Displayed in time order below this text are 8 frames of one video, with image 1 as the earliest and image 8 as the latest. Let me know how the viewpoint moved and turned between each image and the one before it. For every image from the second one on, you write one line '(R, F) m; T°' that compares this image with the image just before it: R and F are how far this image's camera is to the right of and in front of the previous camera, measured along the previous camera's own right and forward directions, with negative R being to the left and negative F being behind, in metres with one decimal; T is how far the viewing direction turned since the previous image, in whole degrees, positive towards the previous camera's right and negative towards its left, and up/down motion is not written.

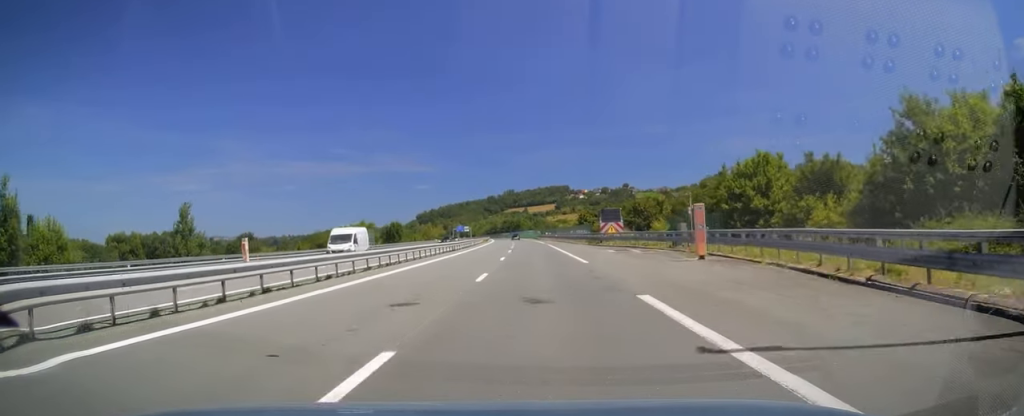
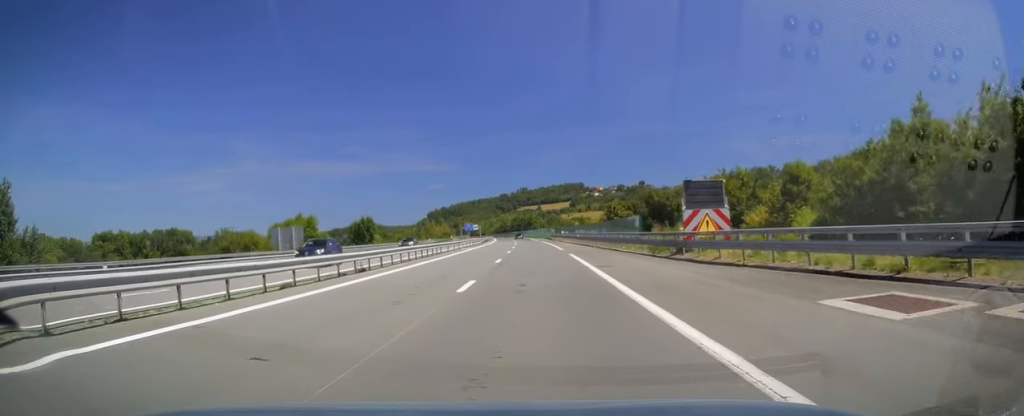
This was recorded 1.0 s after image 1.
(-0.2, +29.8) m; -1°
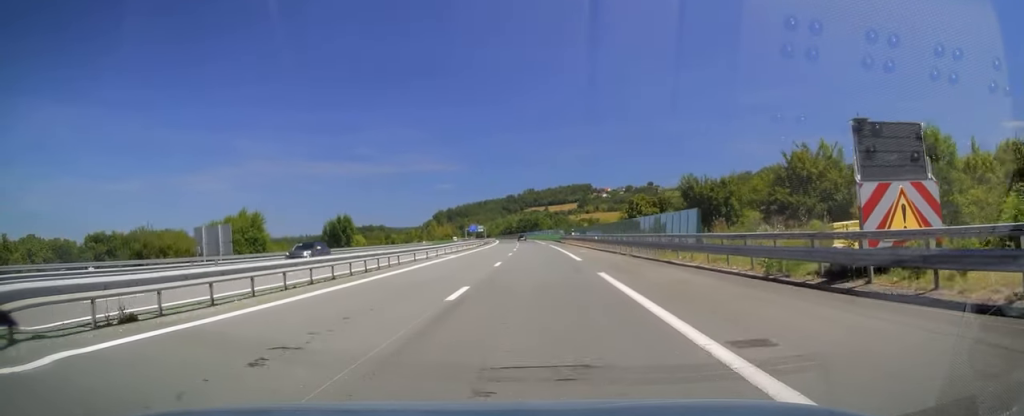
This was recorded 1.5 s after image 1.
(0.0, +14.9) m; -1°
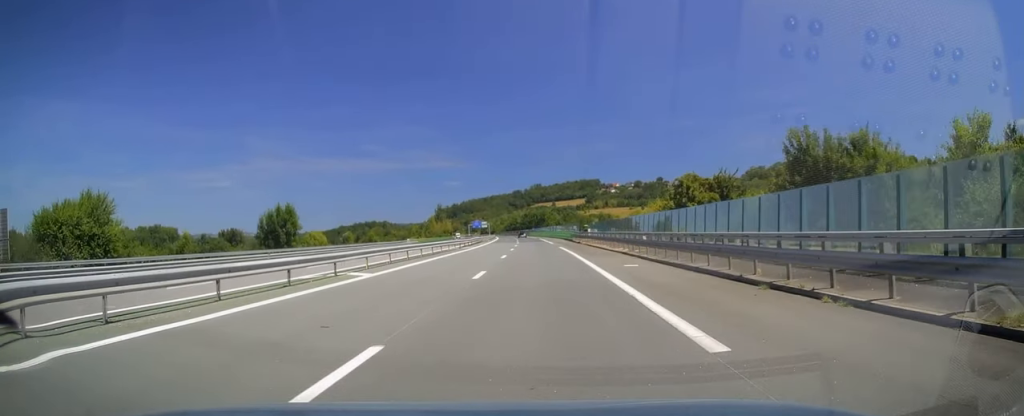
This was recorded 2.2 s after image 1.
(-0.2, +21.7) m; -1°
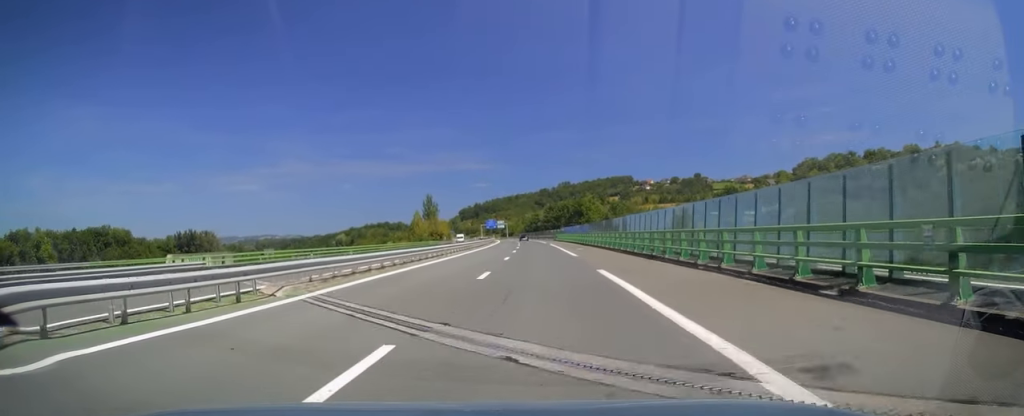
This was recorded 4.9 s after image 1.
(-2.0, +80.0) m; -2°
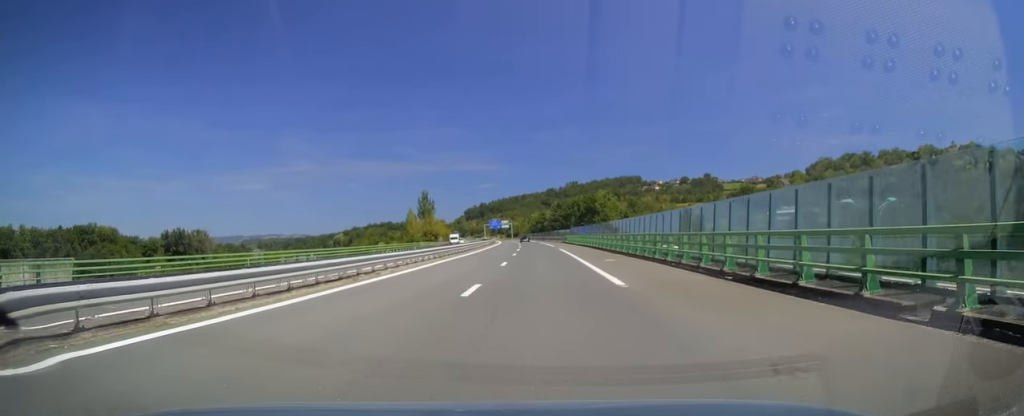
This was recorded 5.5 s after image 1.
(+0.1, +17.7) m; 0°
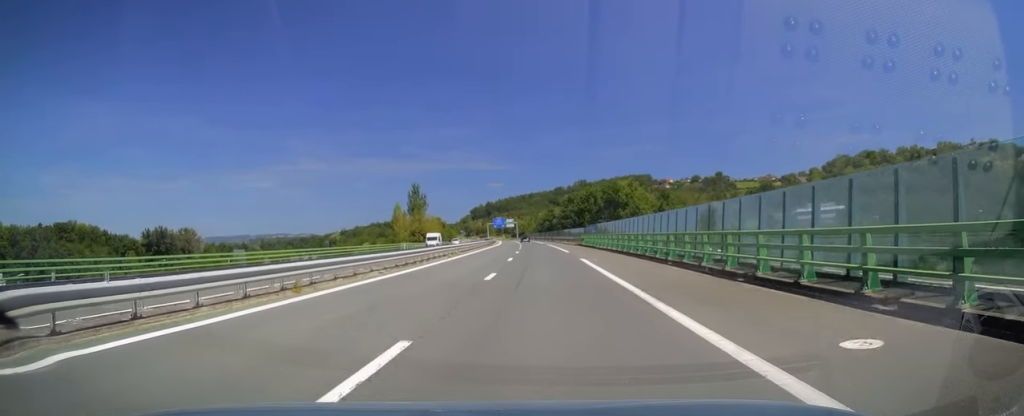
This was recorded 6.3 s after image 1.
(-0.3, +22.7) m; -1°
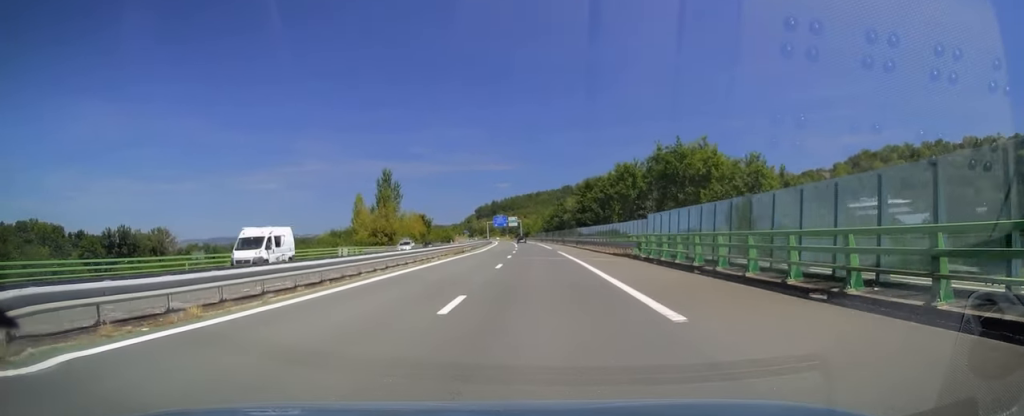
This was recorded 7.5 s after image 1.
(-0.6, +35.1) m; -1°
